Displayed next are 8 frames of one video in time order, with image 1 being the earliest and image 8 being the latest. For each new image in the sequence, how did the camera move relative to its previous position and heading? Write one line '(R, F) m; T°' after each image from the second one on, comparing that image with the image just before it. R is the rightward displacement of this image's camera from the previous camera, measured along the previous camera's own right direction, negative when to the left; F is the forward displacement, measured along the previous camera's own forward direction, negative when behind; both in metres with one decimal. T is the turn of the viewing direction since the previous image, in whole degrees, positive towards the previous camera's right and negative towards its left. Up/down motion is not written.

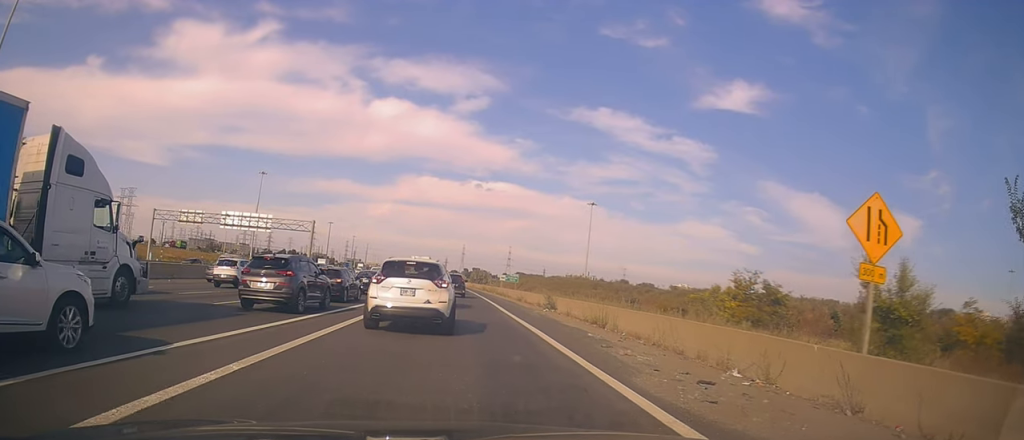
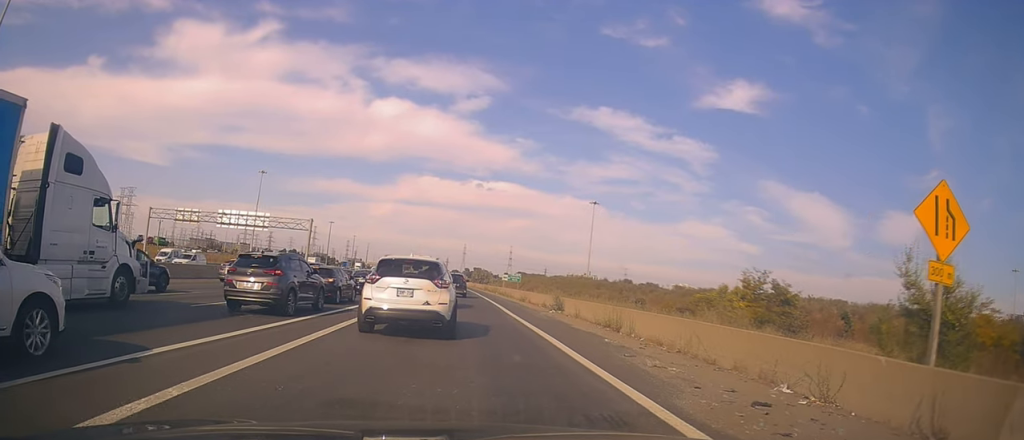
(+0.1, +2.4) m; +4°
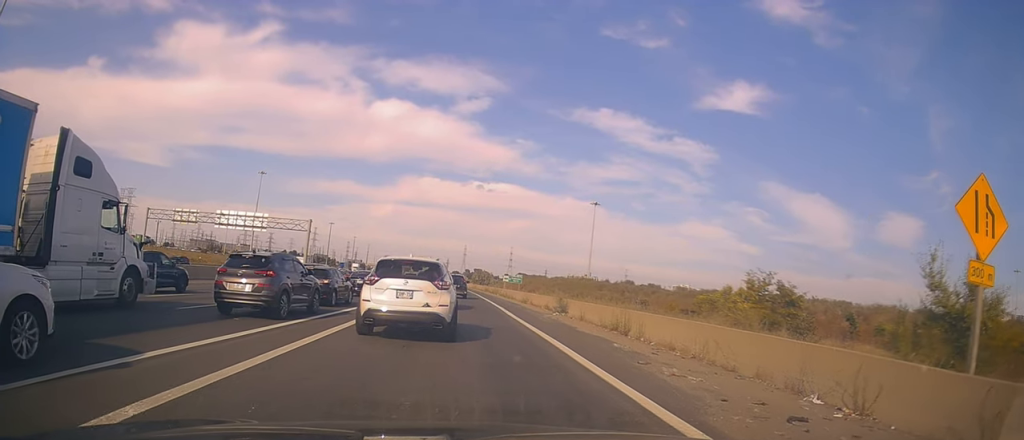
(0.0, +1.6) m; +2°
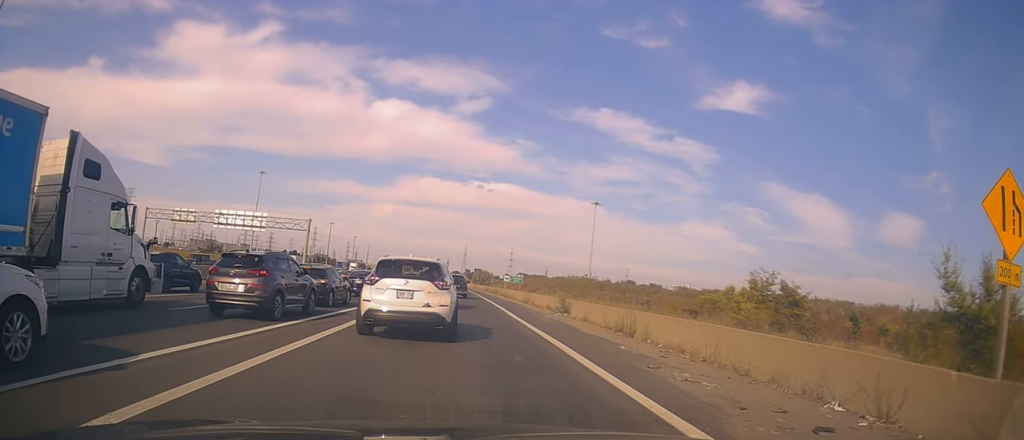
(+0.1, +0.8) m; 0°
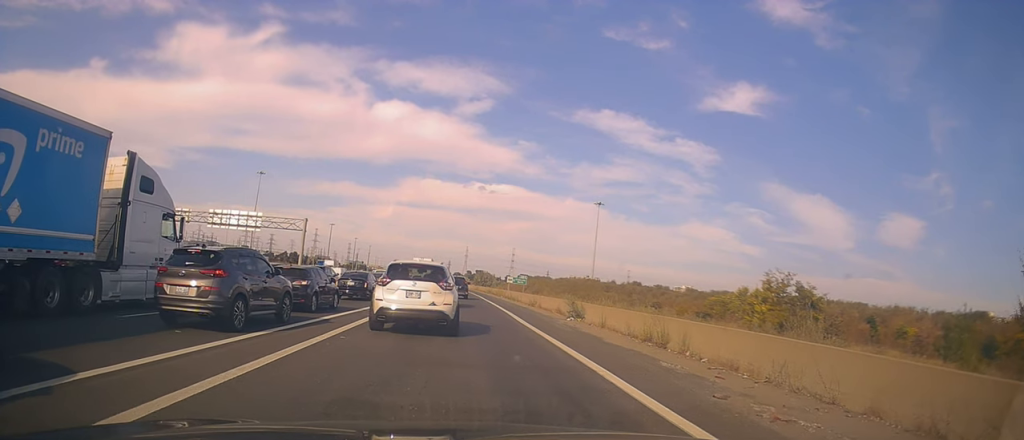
(-0.3, +2.6) m; 0°
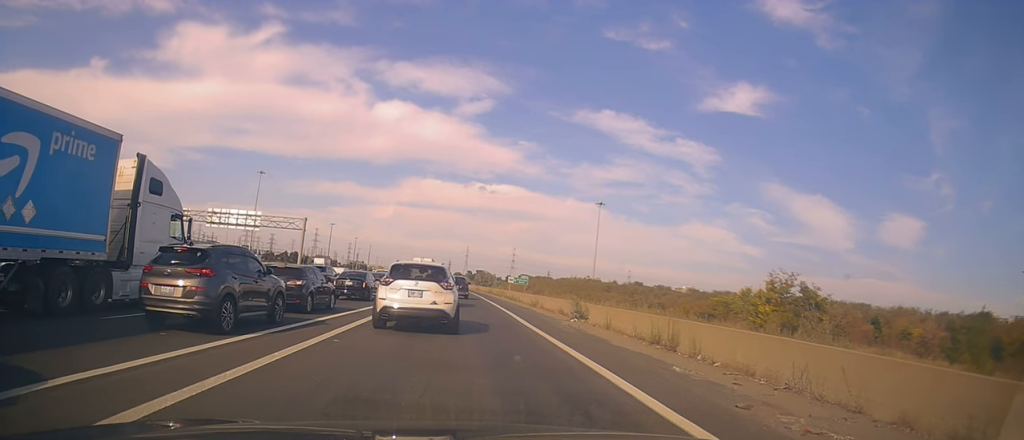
(0.0, +0.4) m; 0°
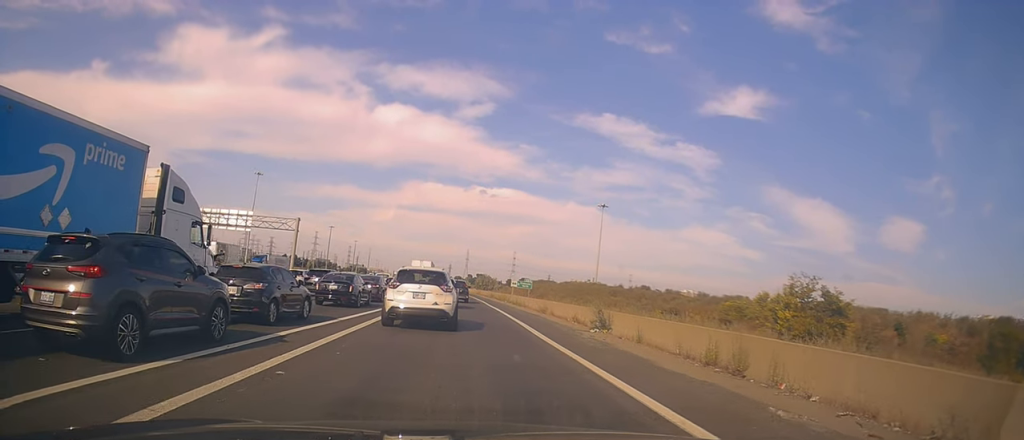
(-0.1, +1.9) m; +2°
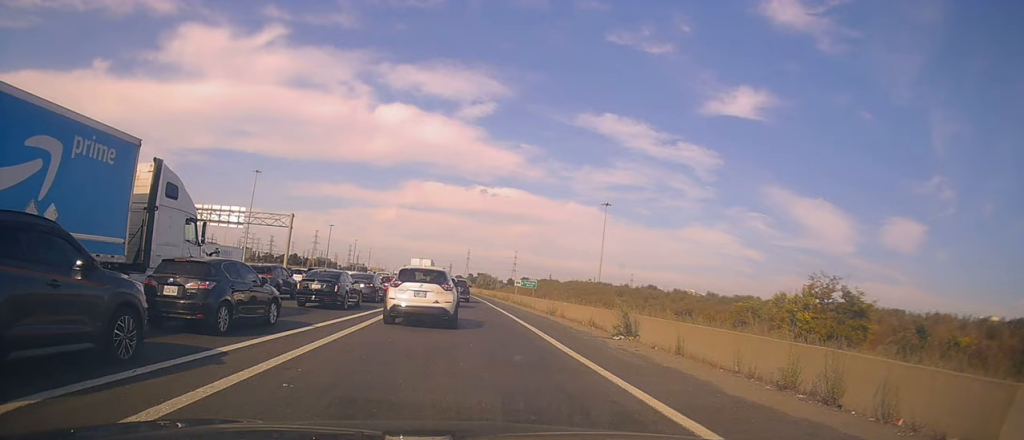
(+0.1, +2.3) m; +2°
